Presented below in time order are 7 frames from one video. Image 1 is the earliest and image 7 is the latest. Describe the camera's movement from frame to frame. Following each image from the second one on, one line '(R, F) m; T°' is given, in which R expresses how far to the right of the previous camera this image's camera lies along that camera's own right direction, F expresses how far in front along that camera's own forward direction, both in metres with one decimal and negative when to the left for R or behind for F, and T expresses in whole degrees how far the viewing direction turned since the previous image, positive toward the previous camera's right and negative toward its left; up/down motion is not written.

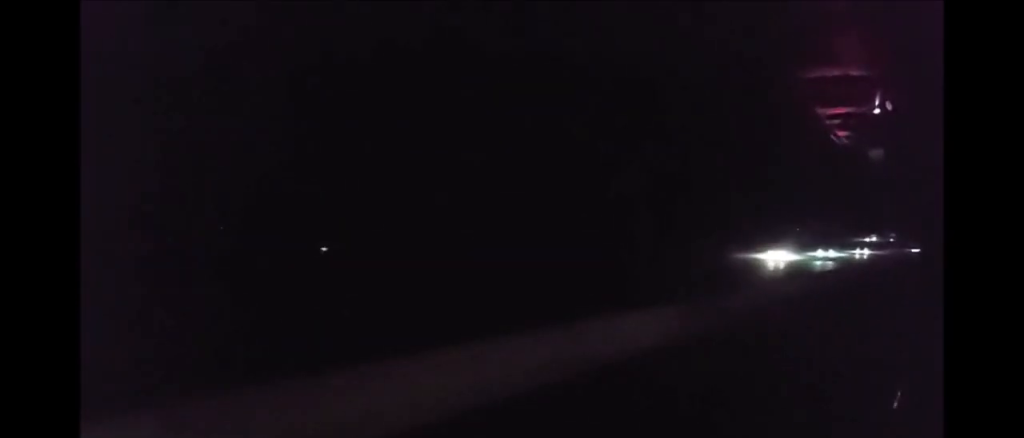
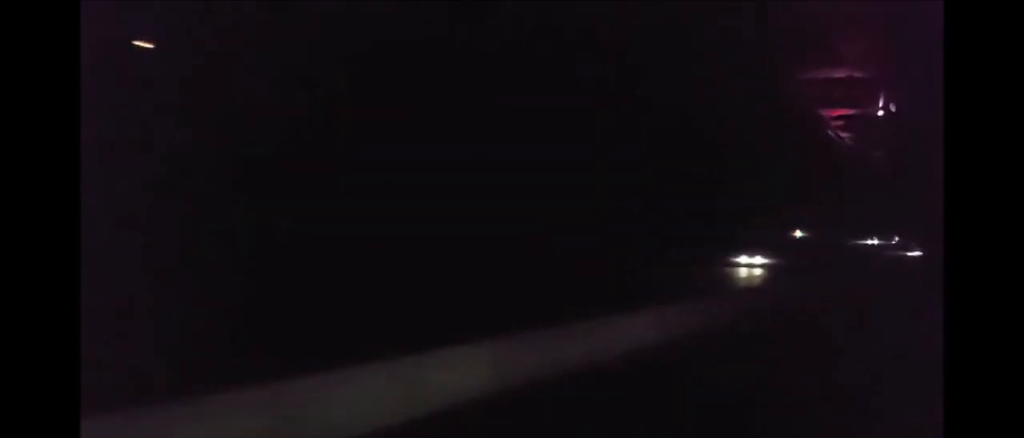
(0.0, +56.2) m; -1°
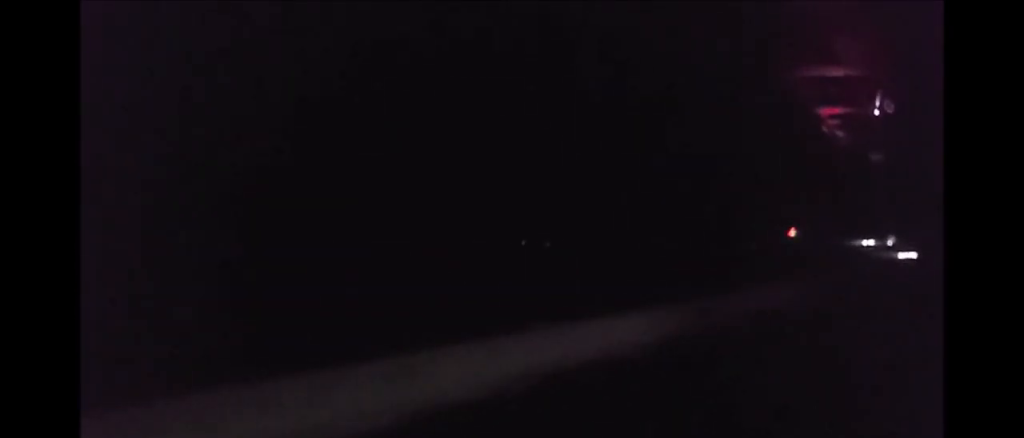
(0.0, +34.3) m; -1°
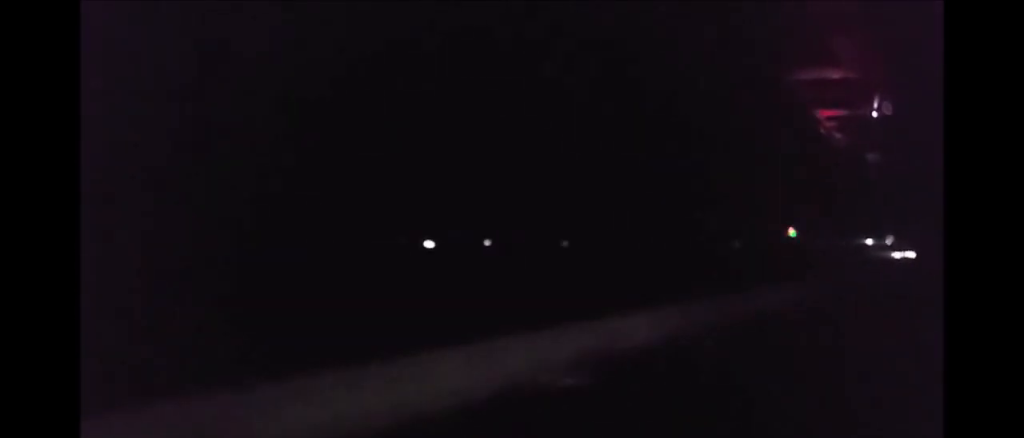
(-0.1, +12.5) m; 0°
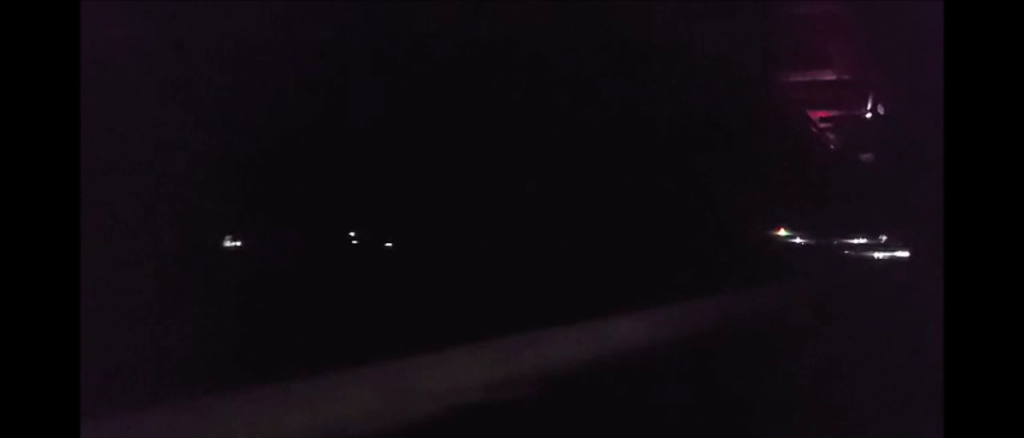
(0.0, +35.4) m; +1°
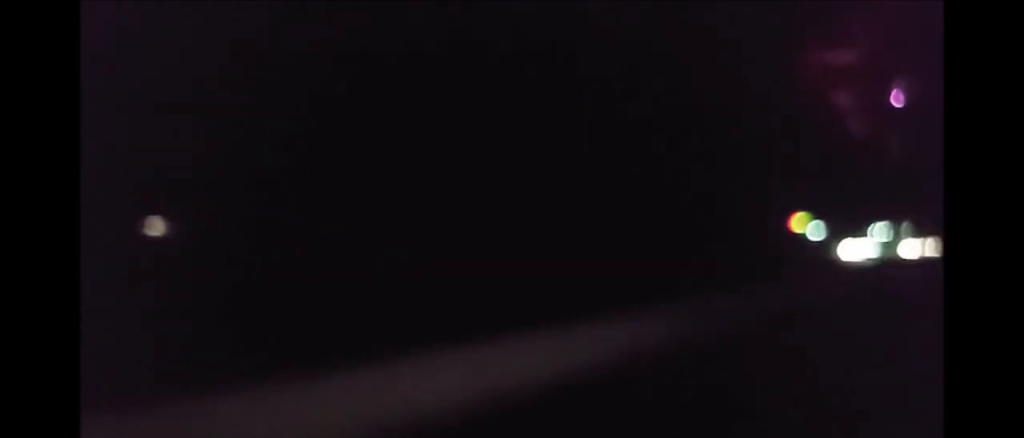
(+0.4, +63.2) m; 0°
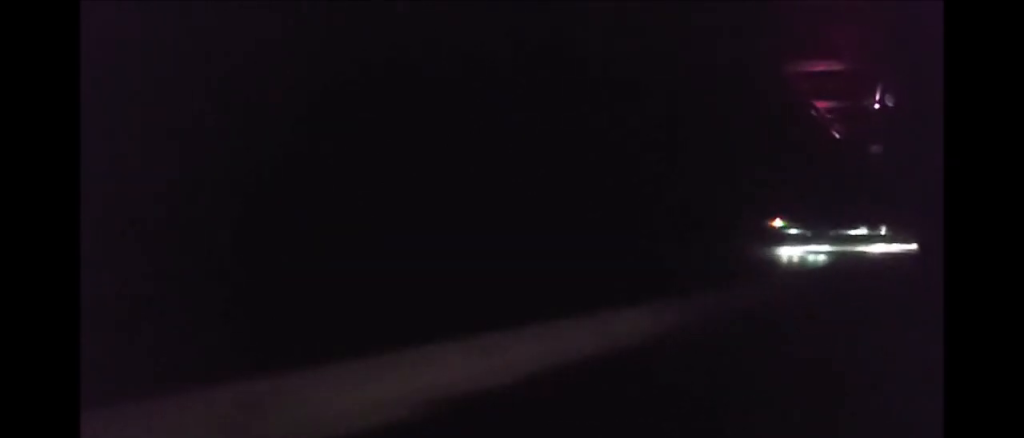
(0.0, +19.0) m; 0°
